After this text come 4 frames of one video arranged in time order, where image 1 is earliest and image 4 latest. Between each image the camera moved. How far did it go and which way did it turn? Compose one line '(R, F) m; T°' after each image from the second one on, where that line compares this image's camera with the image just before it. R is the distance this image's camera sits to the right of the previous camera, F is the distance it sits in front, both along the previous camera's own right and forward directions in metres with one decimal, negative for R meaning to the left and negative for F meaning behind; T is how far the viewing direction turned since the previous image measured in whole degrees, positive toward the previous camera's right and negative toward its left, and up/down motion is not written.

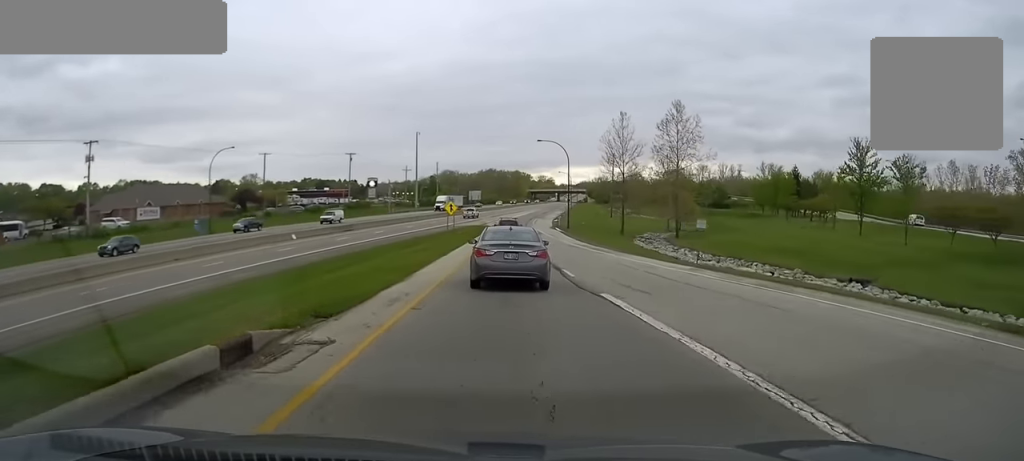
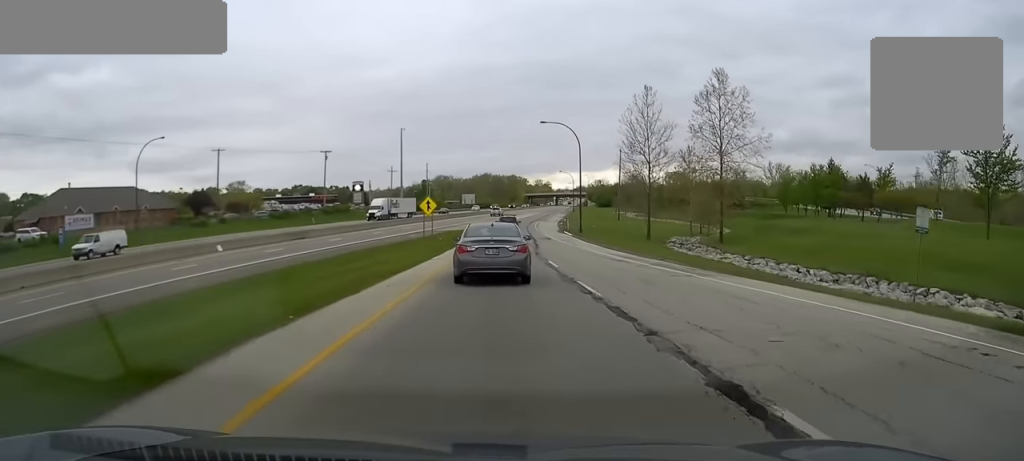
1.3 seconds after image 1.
(+0.6, +18.5) m; 0°
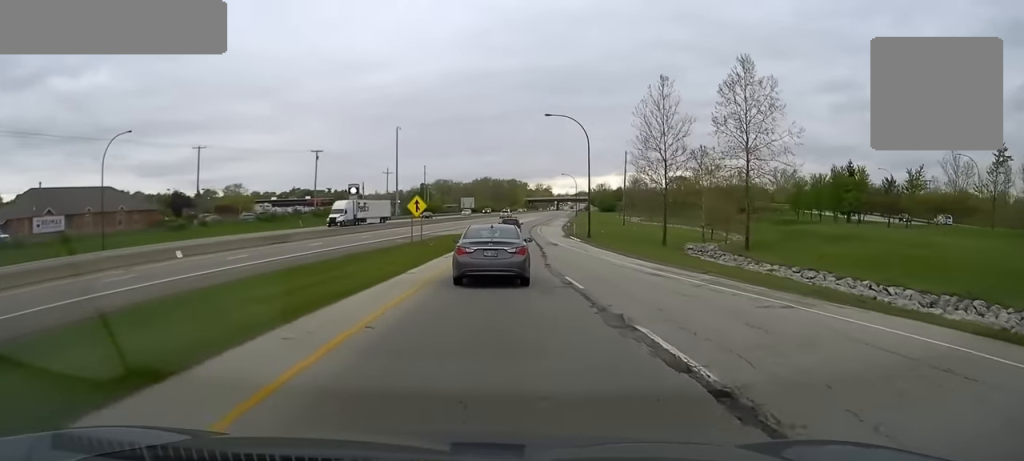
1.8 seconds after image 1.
(-0.3, +7.4) m; -1°
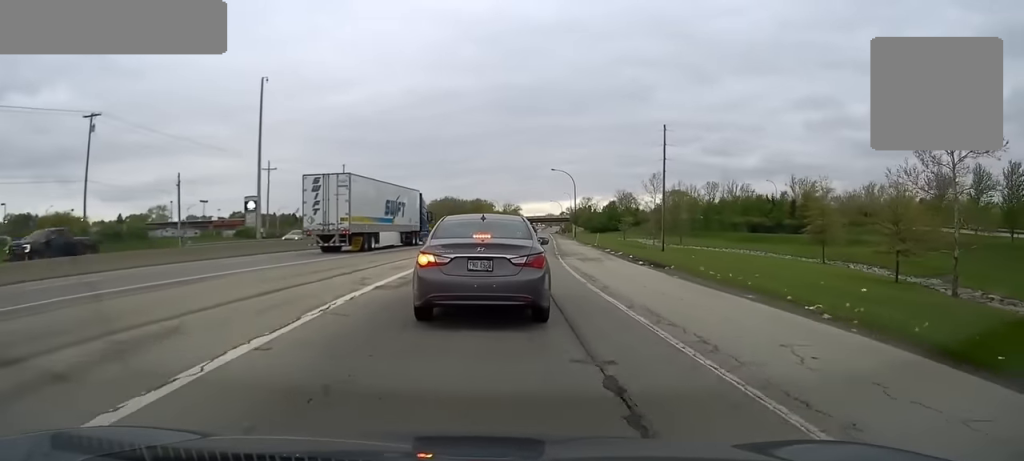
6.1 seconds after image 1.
(+2.1, +72.5) m; +4°
